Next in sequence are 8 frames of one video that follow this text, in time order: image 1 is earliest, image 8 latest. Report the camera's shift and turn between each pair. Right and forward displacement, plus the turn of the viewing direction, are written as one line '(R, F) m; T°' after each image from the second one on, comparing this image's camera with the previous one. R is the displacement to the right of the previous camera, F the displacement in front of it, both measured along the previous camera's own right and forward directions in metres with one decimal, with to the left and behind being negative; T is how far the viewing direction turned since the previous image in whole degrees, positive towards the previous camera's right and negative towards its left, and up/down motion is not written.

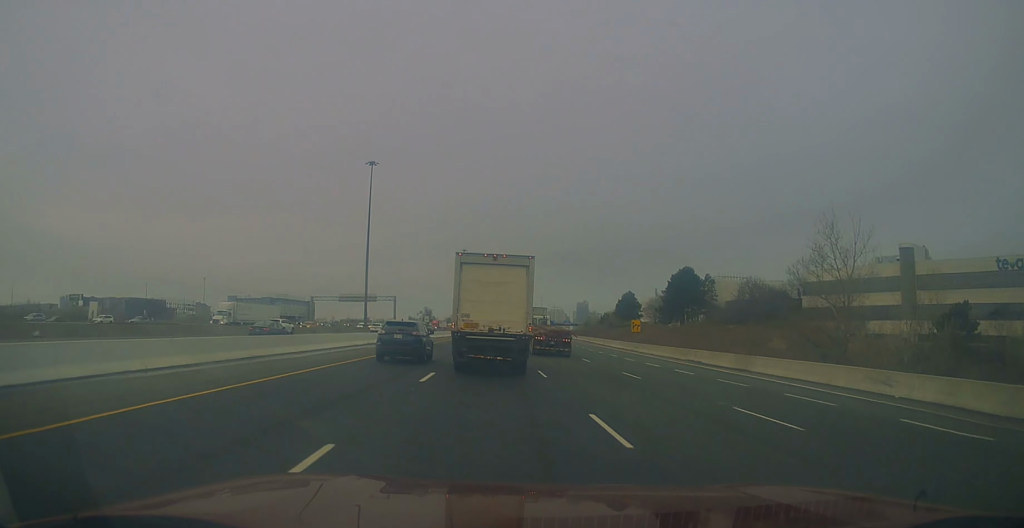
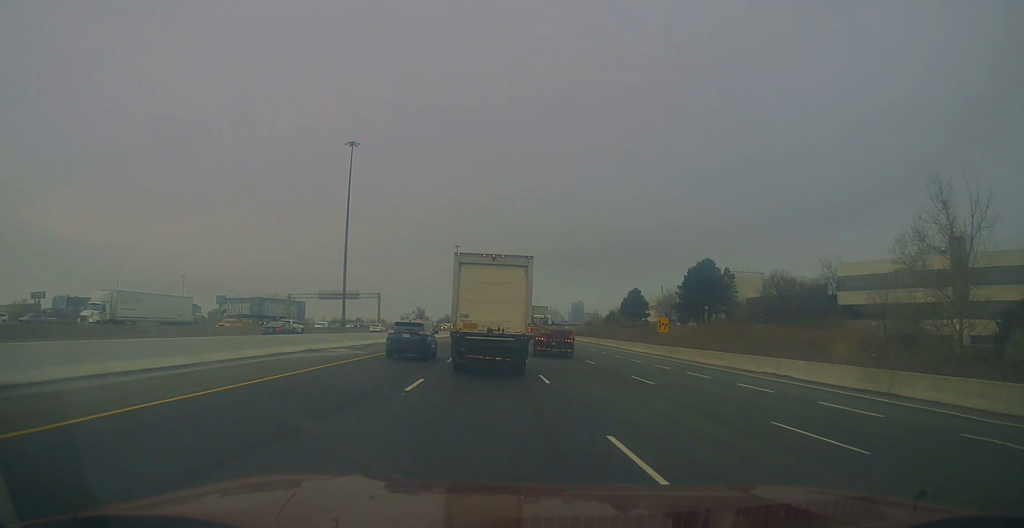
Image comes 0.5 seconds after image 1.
(0.0, +14.4) m; 0°
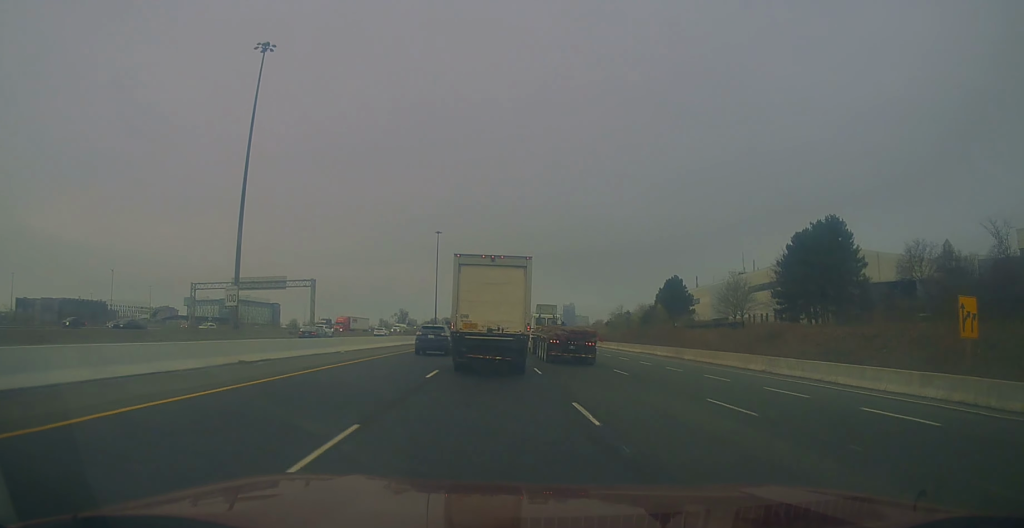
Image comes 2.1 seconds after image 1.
(+0.6, +44.7) m; +2°
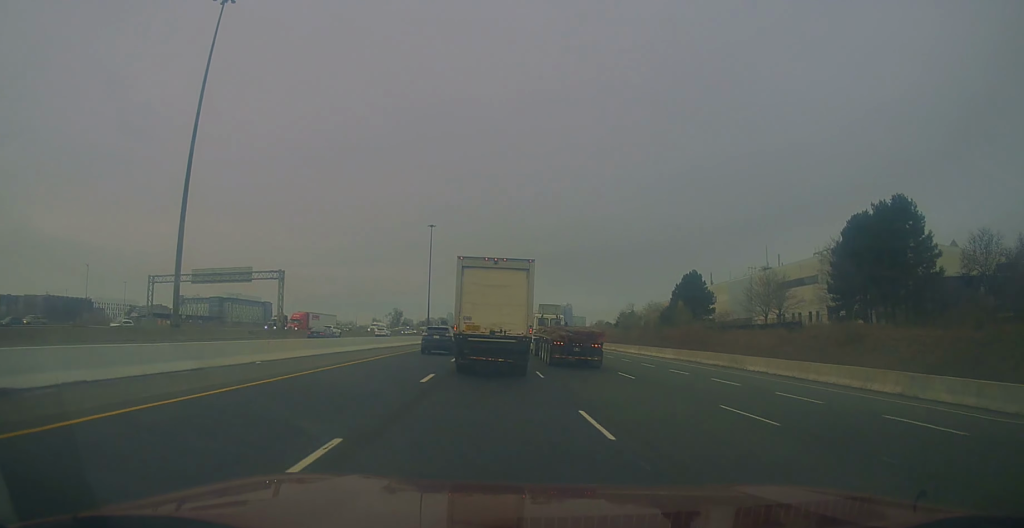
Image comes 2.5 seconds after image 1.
(+0.2, +13.2) m; 0°
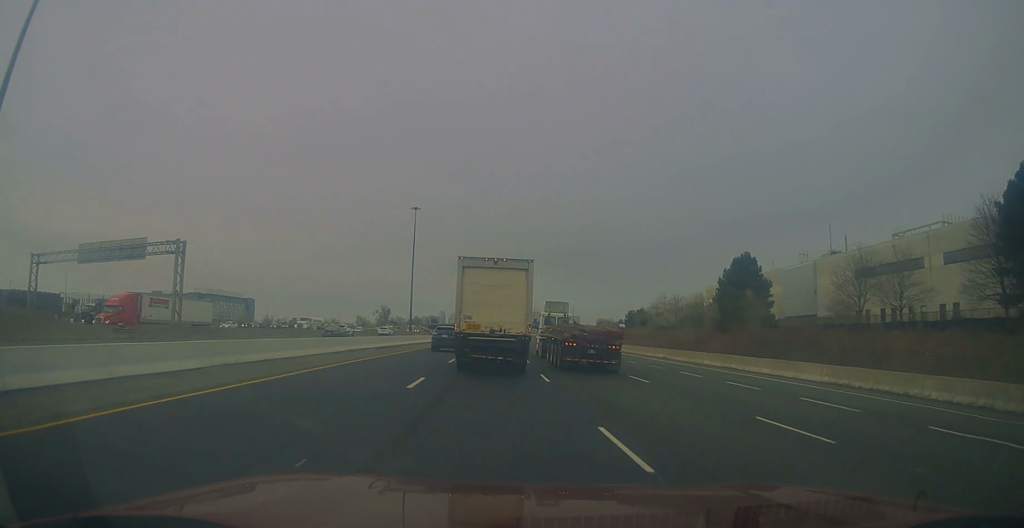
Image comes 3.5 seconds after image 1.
(-0.1, +26.3) m; 0°
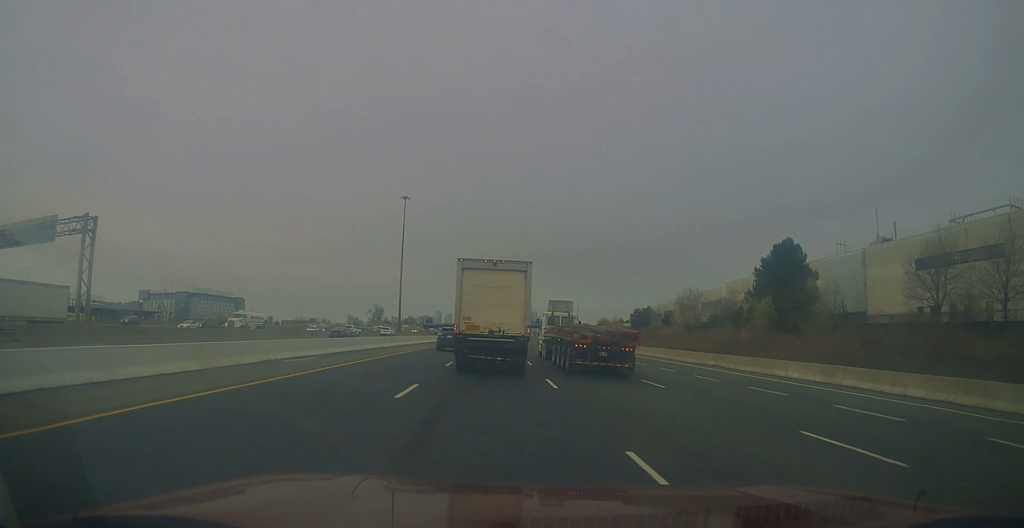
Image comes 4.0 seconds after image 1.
(+0.1, +14.1) m; +1°
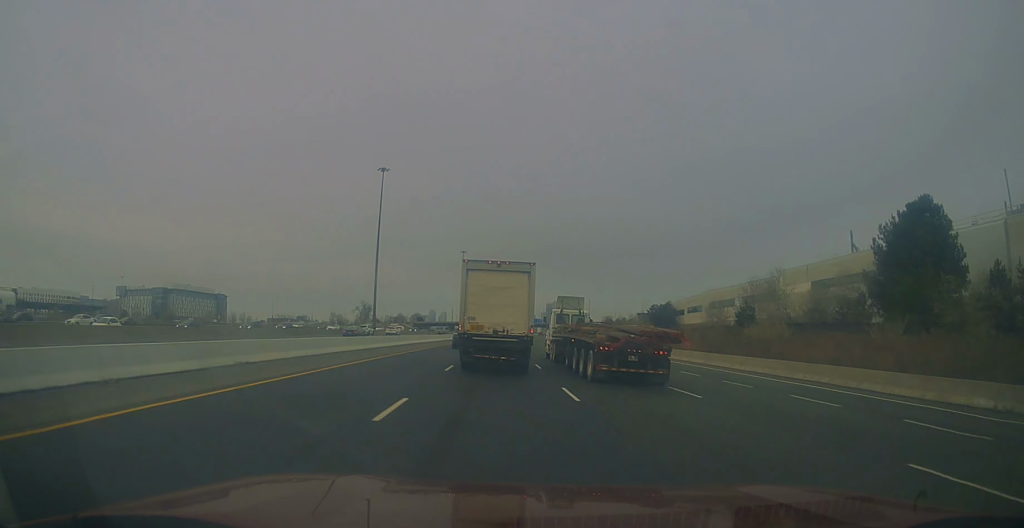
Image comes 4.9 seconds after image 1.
(+0.4, +27.2) m; +2°
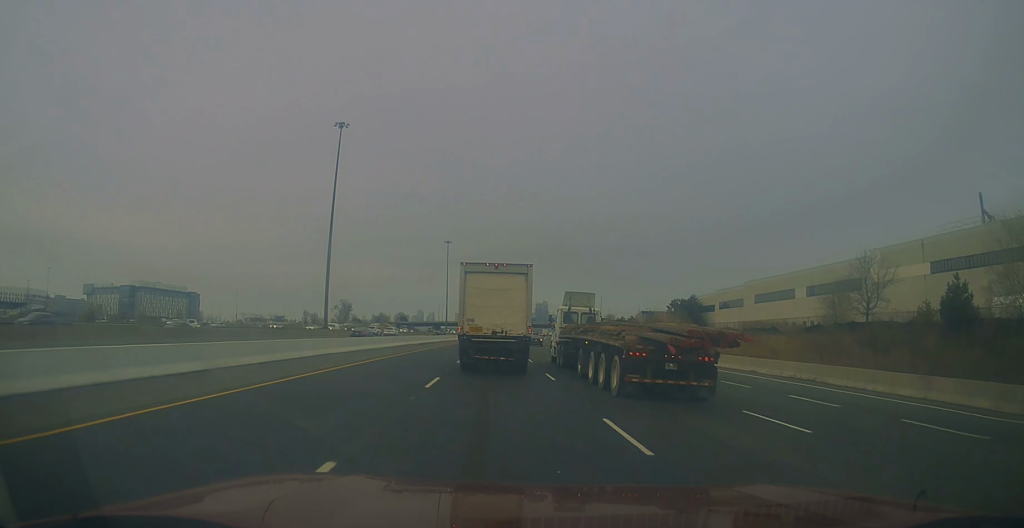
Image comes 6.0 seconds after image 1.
(+0.4, +30.1) m; 0°
